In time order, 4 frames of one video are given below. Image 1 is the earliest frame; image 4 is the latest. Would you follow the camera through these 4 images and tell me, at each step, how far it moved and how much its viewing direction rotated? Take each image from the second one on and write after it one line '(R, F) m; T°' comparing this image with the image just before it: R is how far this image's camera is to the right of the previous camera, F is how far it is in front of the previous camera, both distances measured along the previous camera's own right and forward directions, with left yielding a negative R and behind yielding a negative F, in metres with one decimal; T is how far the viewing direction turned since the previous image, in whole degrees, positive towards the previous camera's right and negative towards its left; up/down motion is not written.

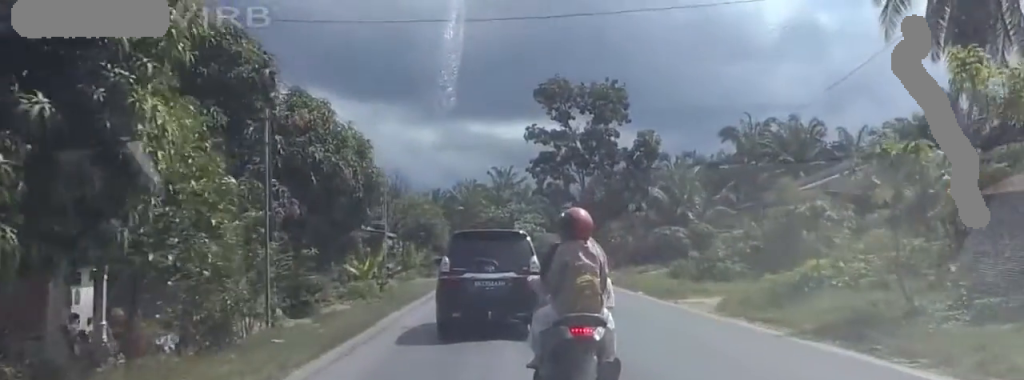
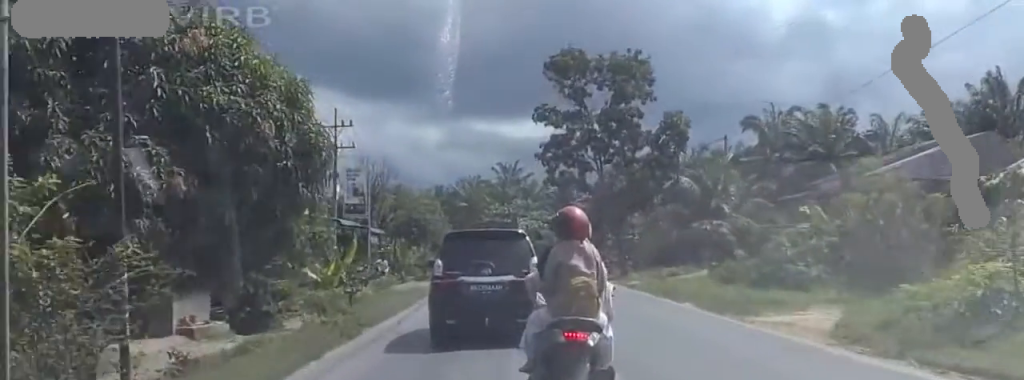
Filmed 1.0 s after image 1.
(-0.4, +7.9) m; +6°
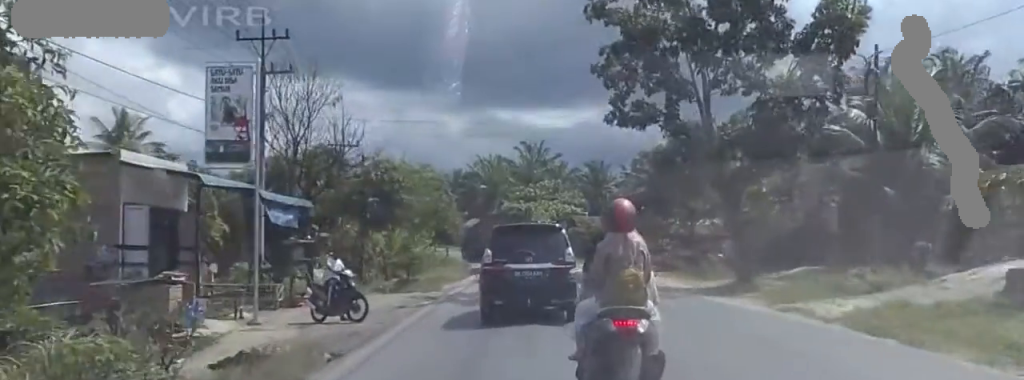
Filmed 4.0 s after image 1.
(+0.2, +22.1) m; 0°
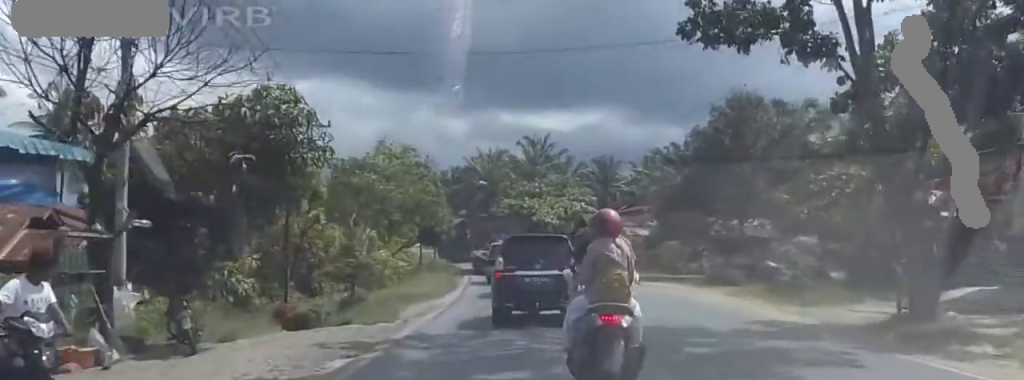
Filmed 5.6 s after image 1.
(+0.2, +12.1) m; -2°
